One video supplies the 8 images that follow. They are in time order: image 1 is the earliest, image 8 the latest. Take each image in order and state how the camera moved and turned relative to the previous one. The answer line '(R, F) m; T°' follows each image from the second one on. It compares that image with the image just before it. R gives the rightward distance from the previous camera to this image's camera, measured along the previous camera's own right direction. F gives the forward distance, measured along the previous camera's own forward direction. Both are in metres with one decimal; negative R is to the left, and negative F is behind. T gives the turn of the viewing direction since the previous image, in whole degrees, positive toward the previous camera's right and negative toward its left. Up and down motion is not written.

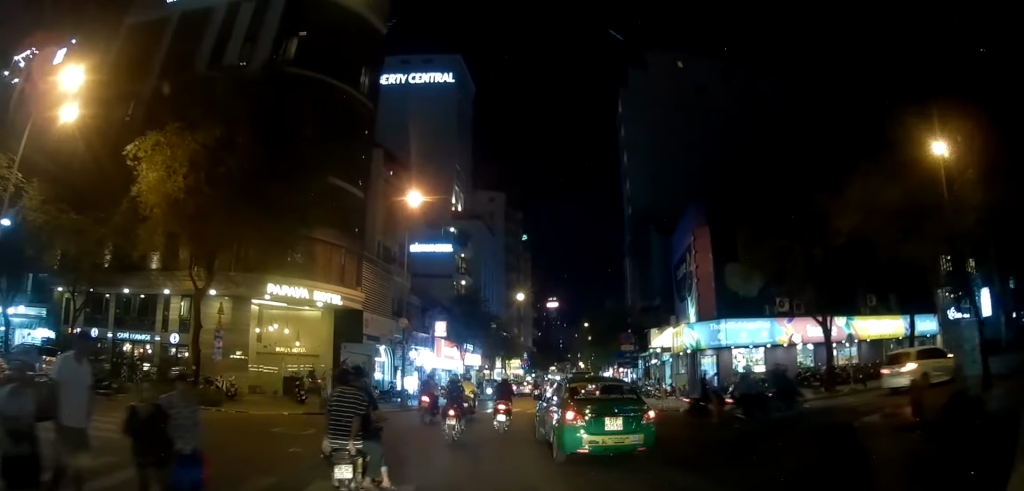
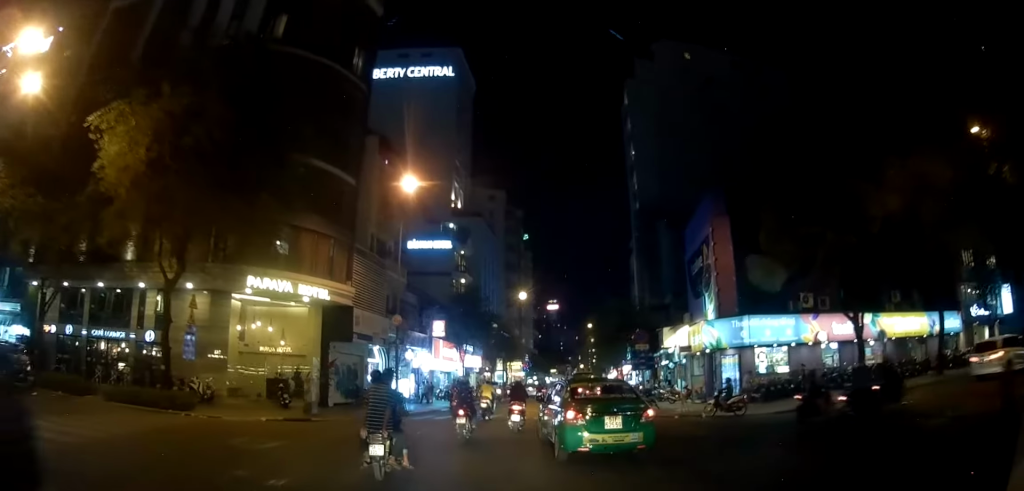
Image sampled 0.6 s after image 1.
(-0.1, +2.4) m; -1°
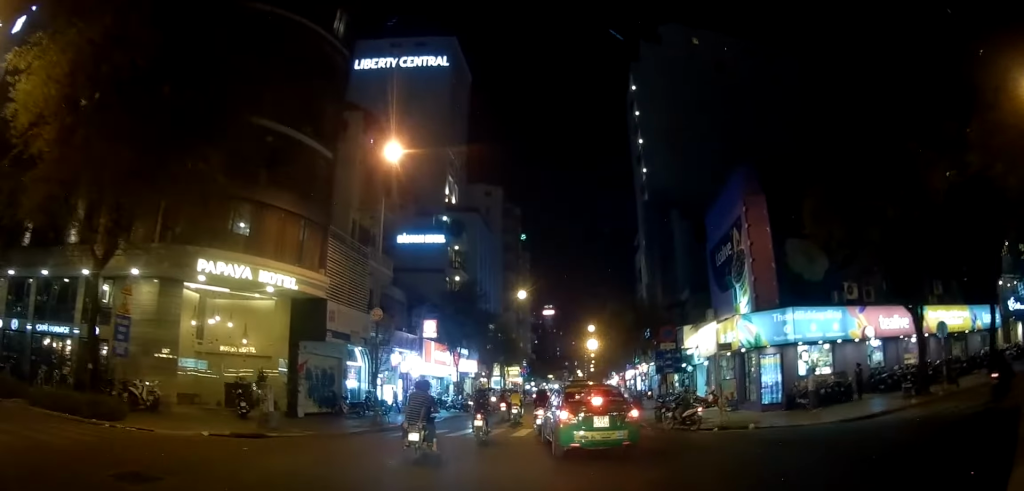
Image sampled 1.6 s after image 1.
(+0.1, +4.2) m; +5°
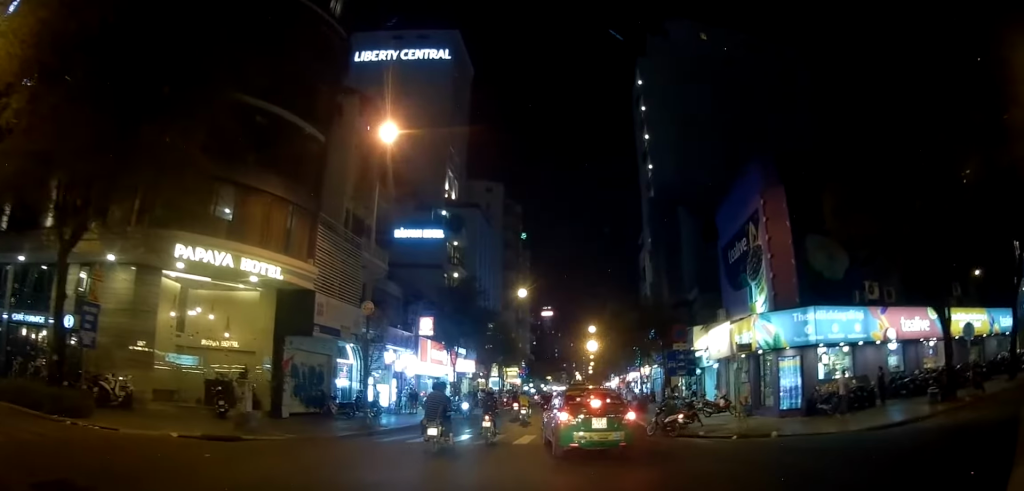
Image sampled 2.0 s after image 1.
(+0.1, +1.7) m; +2°
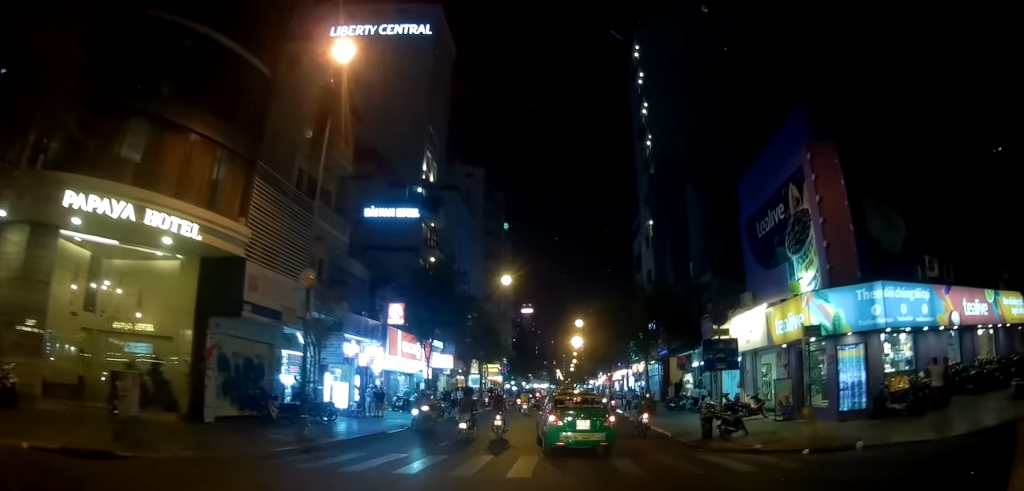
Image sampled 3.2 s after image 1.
(+0.3, +5.4) m; +3°
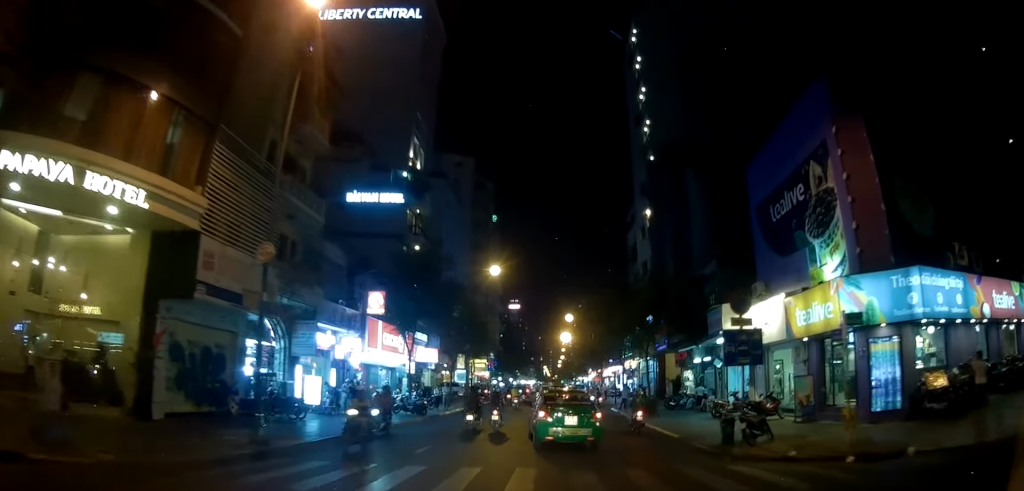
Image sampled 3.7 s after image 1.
(0.0, +2.4) m; 0°
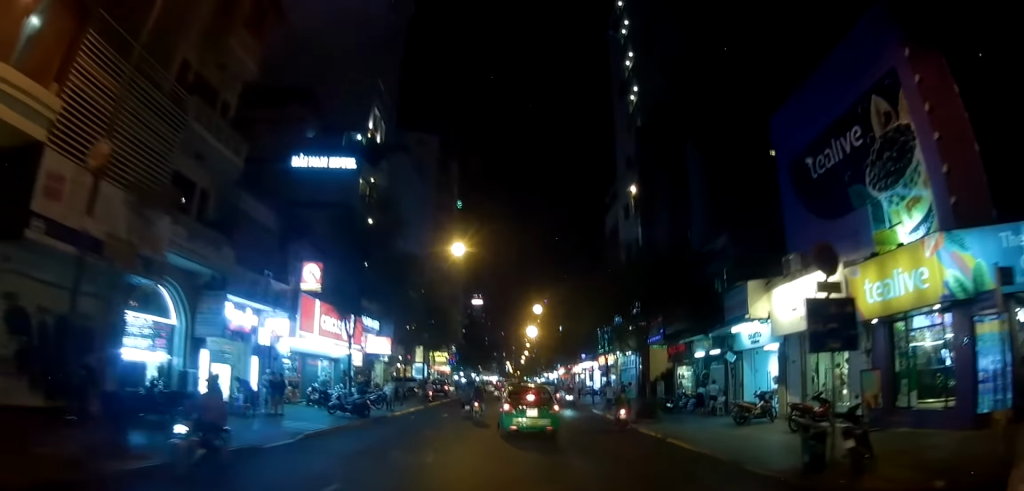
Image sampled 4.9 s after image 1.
(0.0, +5.7) m; +2°
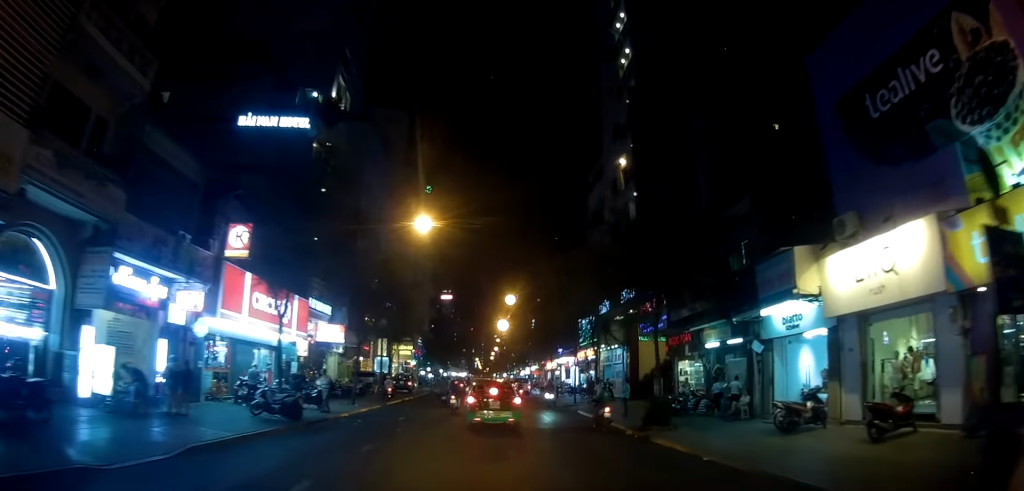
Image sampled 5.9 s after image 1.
(+0.2, +5.0) m; +4°
